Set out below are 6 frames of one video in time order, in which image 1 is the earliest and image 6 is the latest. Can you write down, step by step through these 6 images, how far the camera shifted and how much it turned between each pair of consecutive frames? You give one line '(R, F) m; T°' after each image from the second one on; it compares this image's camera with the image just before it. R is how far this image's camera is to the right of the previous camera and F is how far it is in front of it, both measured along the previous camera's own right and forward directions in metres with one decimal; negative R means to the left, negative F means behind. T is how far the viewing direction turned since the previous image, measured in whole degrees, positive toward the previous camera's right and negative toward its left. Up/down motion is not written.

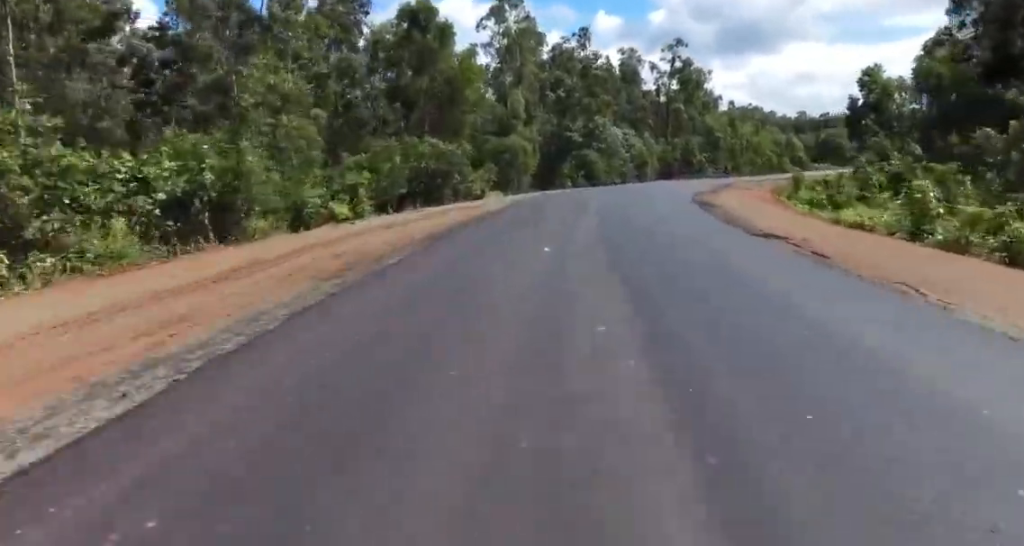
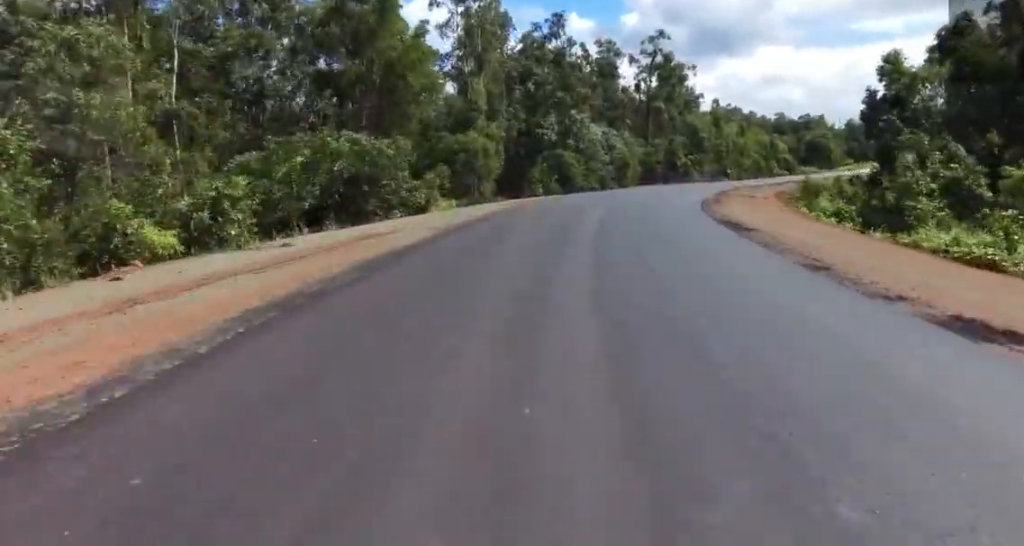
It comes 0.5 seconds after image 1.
(+3.5, +9.0) m; +9°
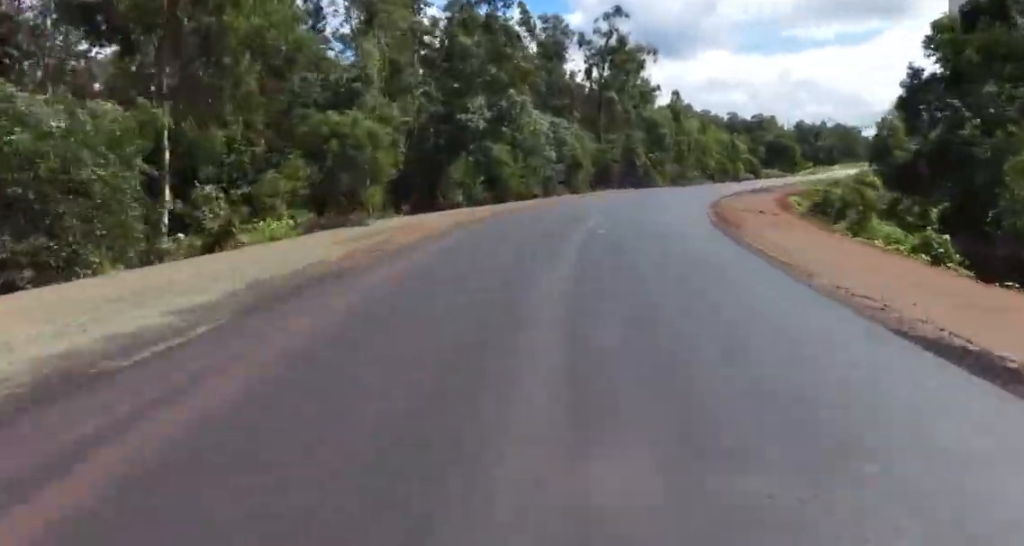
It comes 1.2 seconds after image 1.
(-0.6, +13.6) m; +3°
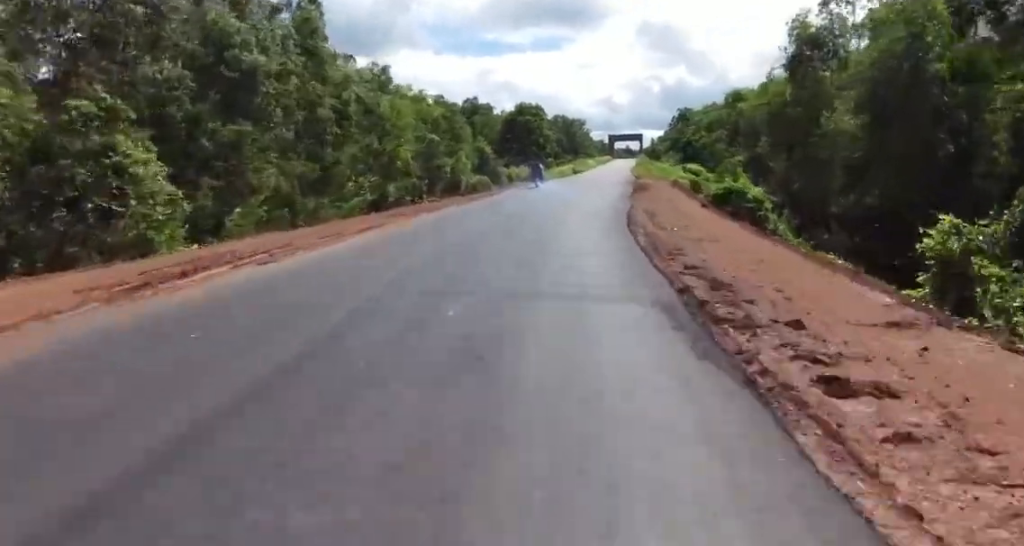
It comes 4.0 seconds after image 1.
(+7.0, +53.0) m; +15°
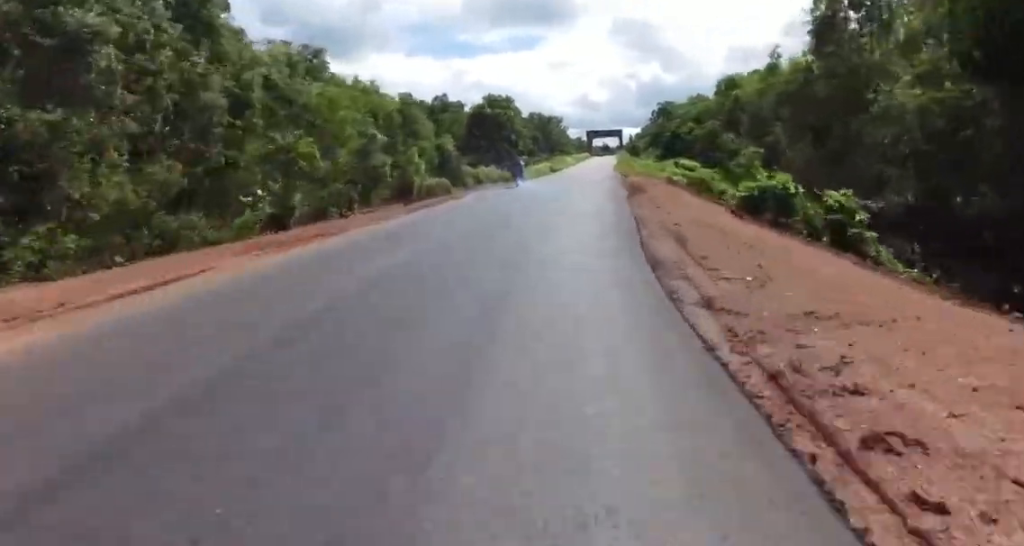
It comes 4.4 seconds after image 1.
(+0.3, +8.6) m; +2°
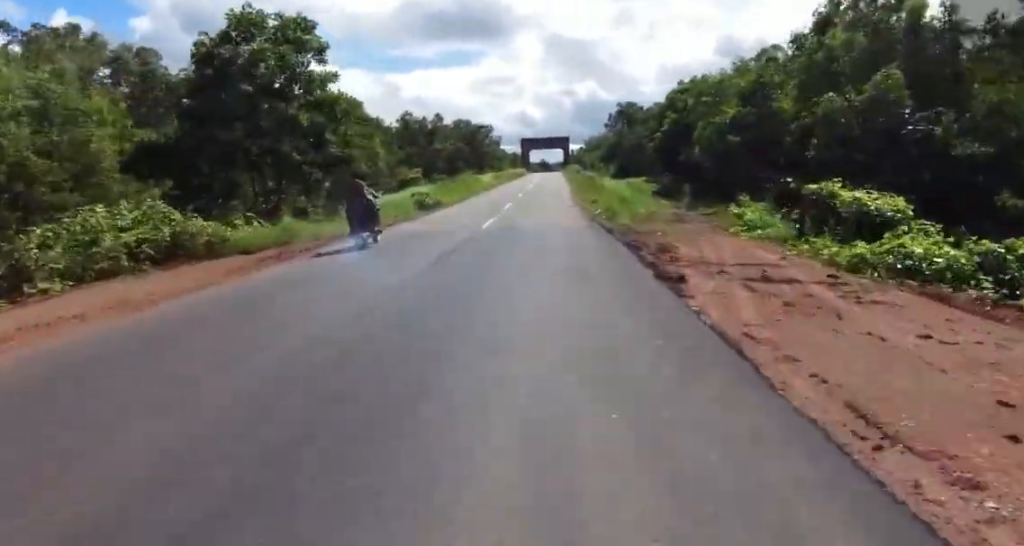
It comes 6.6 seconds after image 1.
(+0.8, +44.1) m; -3°
